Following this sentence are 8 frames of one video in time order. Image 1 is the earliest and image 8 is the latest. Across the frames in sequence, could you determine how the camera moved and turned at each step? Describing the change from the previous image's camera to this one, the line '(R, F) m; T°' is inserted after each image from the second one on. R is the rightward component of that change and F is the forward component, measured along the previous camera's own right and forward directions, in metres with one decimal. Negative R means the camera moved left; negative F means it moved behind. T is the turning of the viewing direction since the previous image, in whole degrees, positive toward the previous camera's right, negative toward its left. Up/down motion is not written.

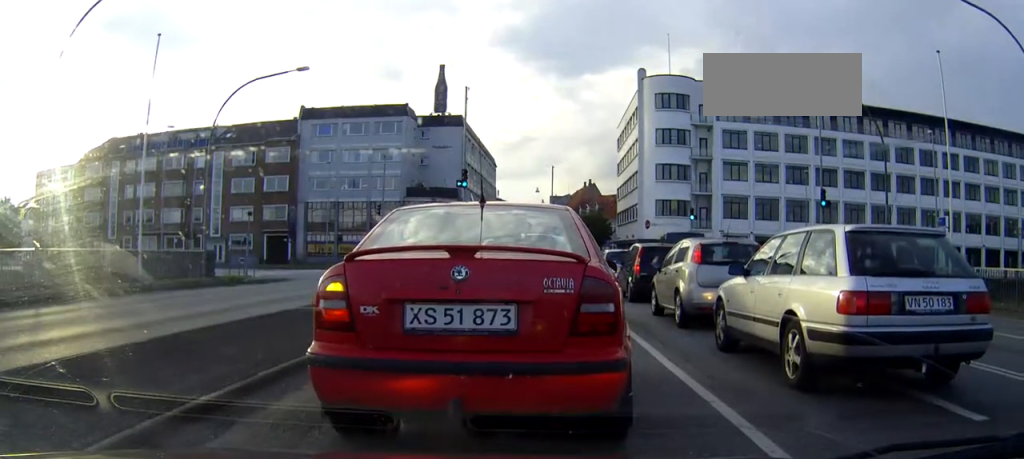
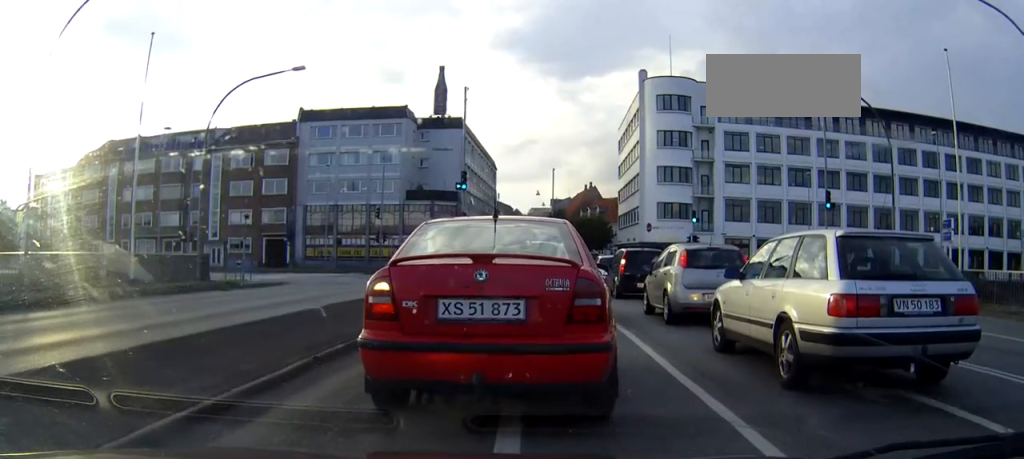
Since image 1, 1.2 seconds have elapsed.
(0.0, 0.0) m; 0°
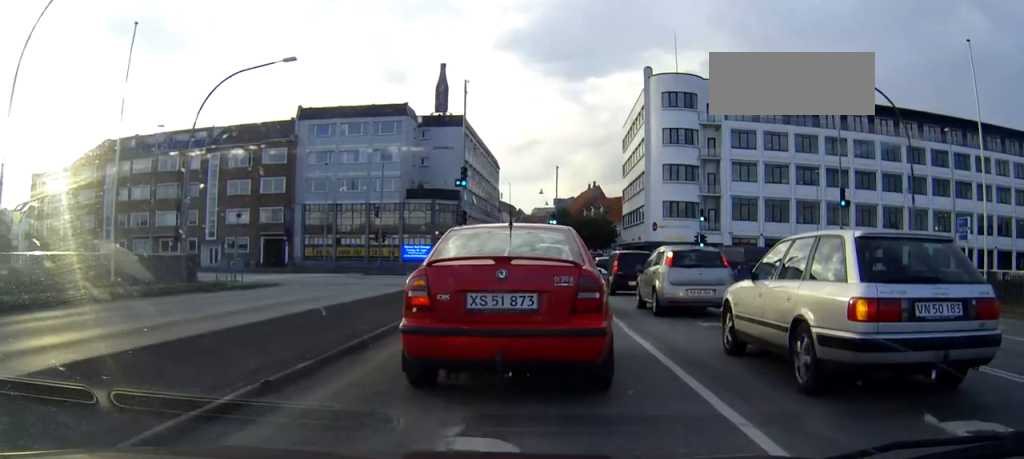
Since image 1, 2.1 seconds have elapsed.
(0.0, 0.0) m; 0°
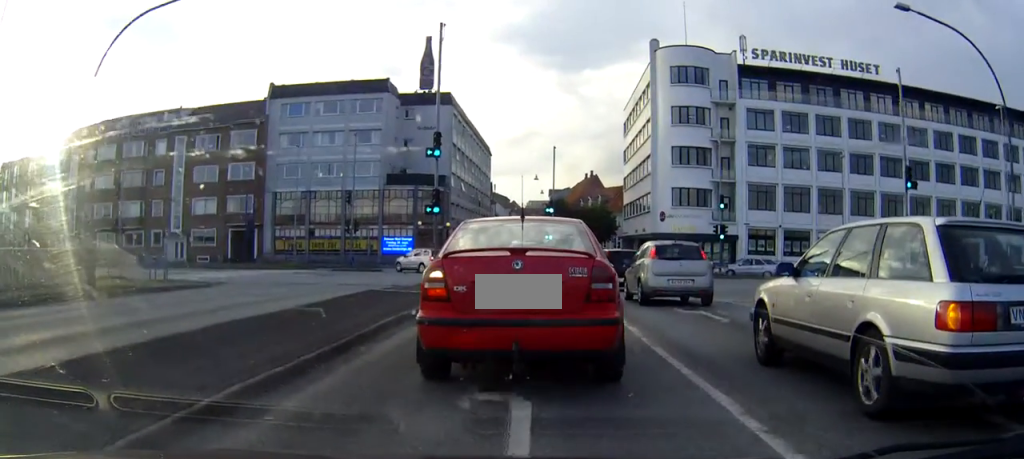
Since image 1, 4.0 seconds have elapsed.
(0.0, +3.6) m; +1°
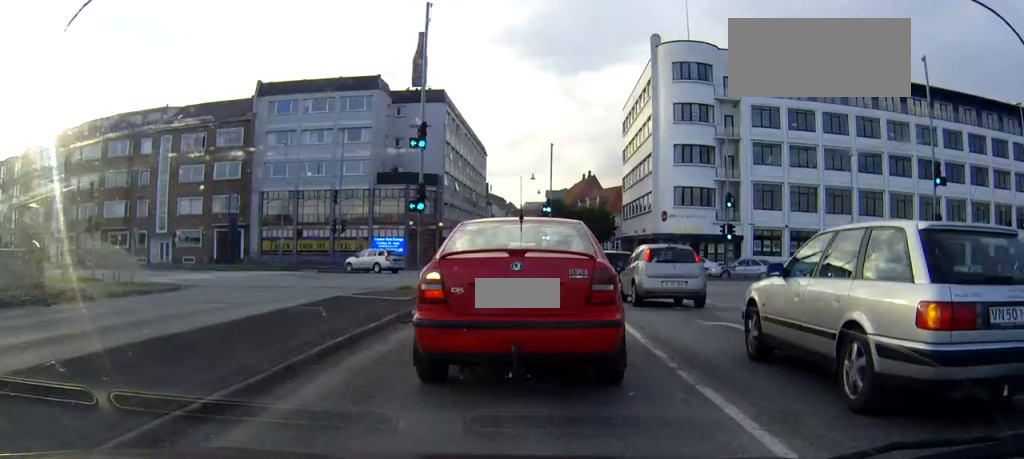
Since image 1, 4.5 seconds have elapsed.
(0.0, +2.6) m; 0°
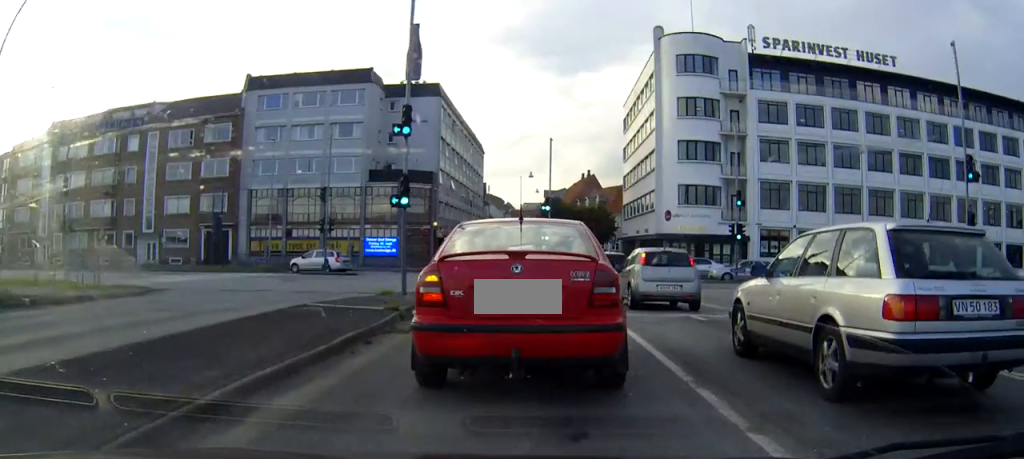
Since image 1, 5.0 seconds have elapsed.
(0.0, +2.5) m; 0°
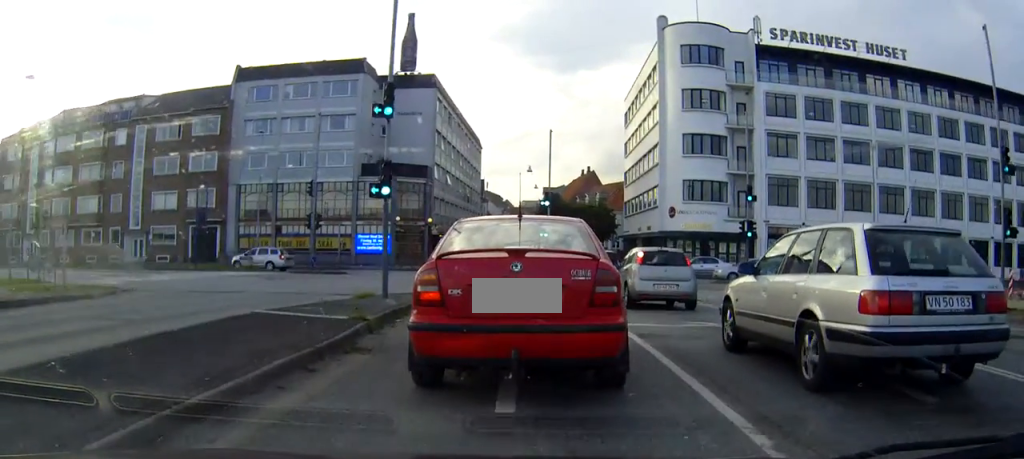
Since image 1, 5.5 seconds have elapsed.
(0.0, +2.4) m; 0°
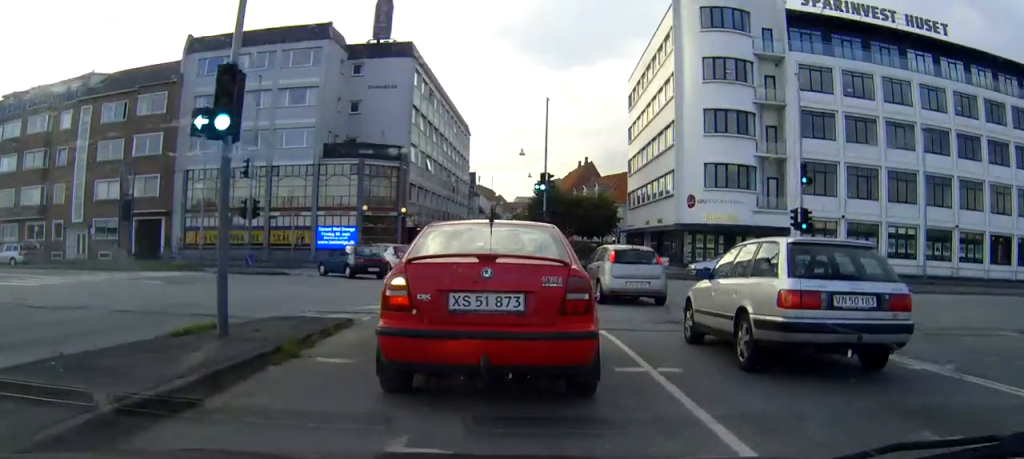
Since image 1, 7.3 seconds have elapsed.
(0.0, +9.4) m; 0°
